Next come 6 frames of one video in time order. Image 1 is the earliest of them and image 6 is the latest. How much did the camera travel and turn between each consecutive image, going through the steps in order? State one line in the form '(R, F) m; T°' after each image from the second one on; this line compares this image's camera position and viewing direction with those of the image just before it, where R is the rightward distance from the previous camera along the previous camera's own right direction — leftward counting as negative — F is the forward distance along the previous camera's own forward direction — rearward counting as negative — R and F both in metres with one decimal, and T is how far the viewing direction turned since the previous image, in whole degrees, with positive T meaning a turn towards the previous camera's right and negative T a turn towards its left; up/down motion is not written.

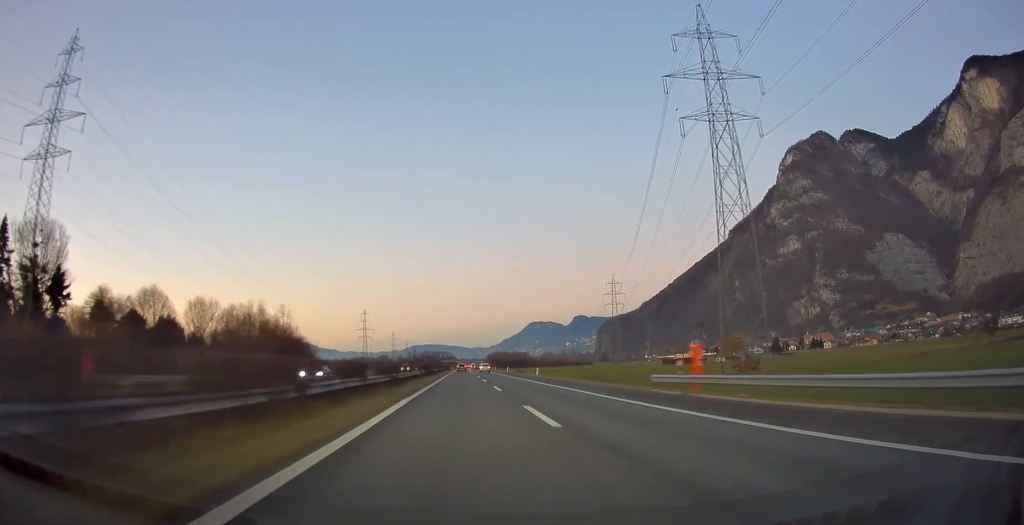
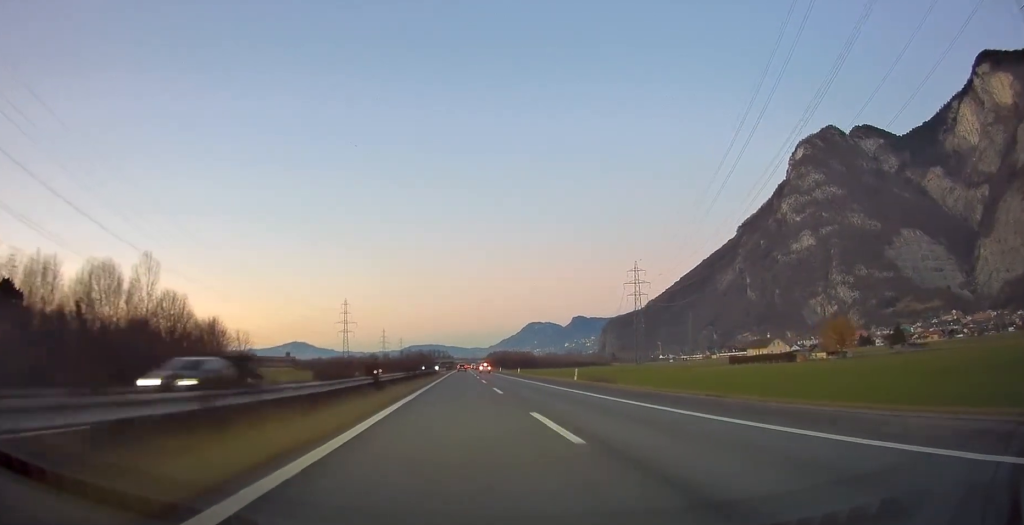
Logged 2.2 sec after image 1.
(+0.1, +75.3) m; 0°
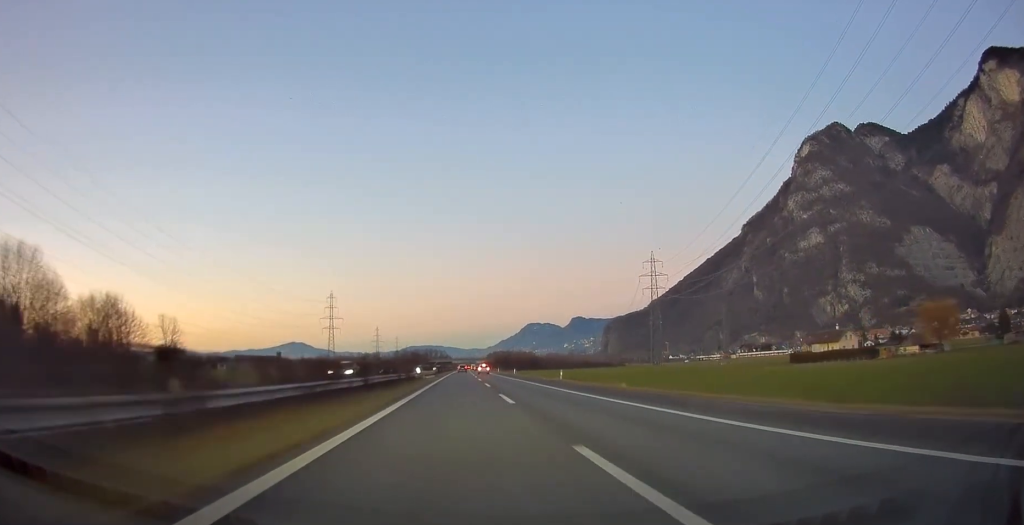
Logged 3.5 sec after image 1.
(+0.1, +43.9) m; 0°
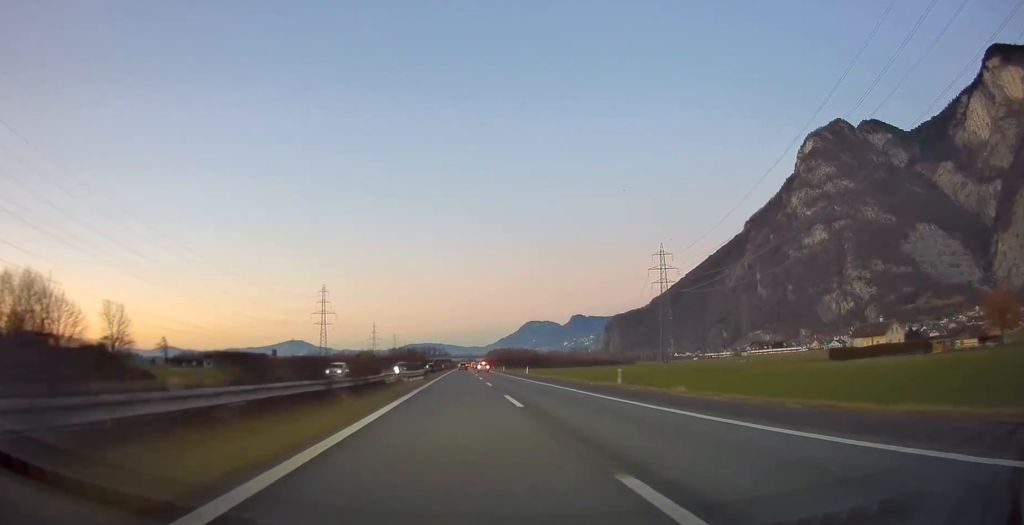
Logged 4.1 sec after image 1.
(0.0, +20.2) m; 0°
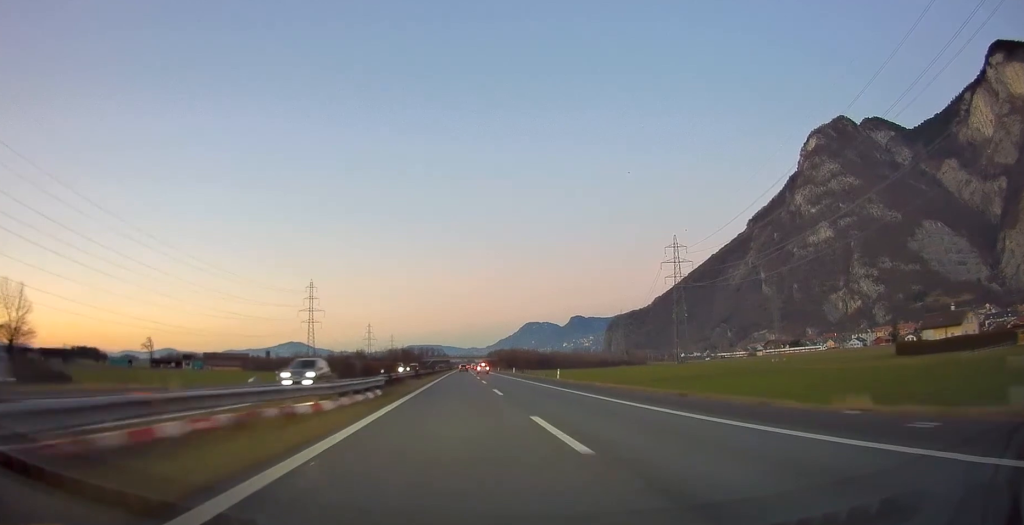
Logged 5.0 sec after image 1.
(0.0, +28.1) m; 0°
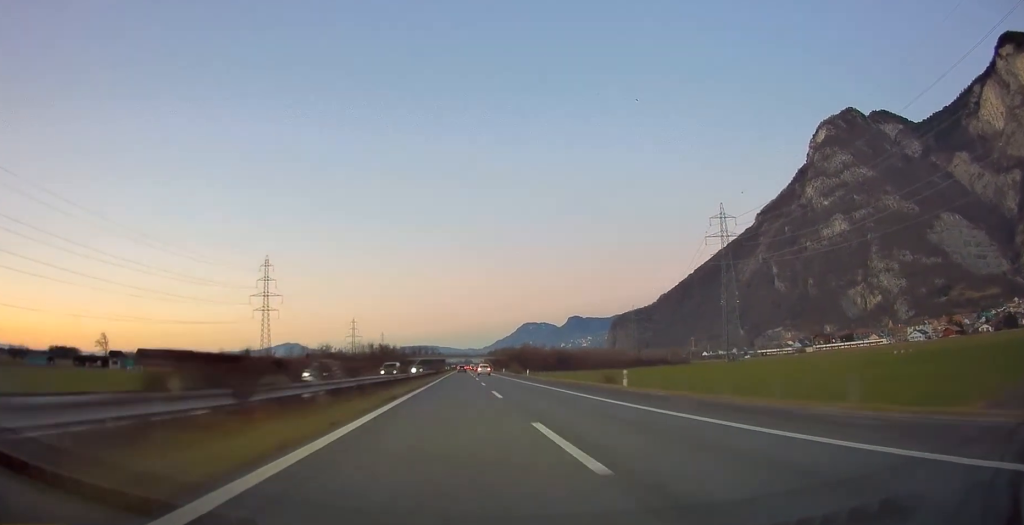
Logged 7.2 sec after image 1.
(+0.2, +74.2) m; 0°
